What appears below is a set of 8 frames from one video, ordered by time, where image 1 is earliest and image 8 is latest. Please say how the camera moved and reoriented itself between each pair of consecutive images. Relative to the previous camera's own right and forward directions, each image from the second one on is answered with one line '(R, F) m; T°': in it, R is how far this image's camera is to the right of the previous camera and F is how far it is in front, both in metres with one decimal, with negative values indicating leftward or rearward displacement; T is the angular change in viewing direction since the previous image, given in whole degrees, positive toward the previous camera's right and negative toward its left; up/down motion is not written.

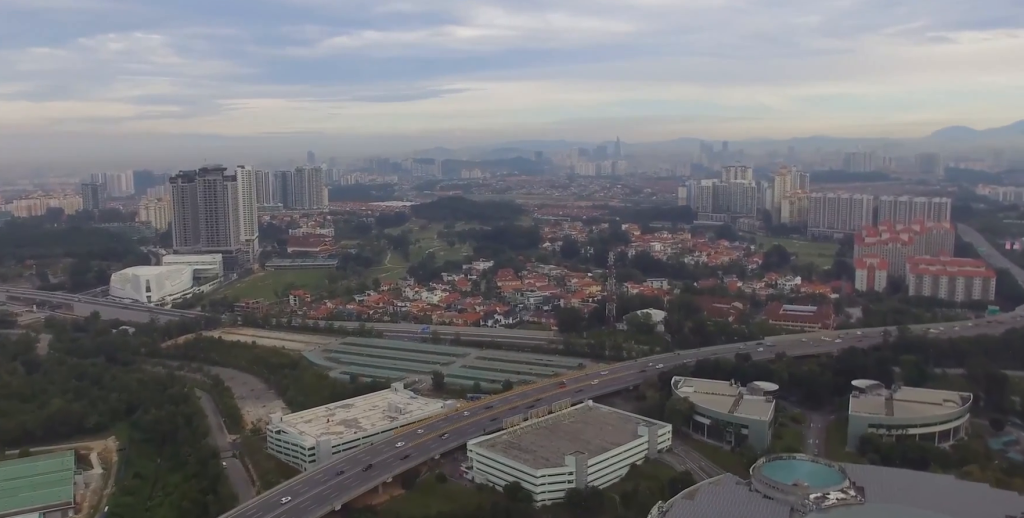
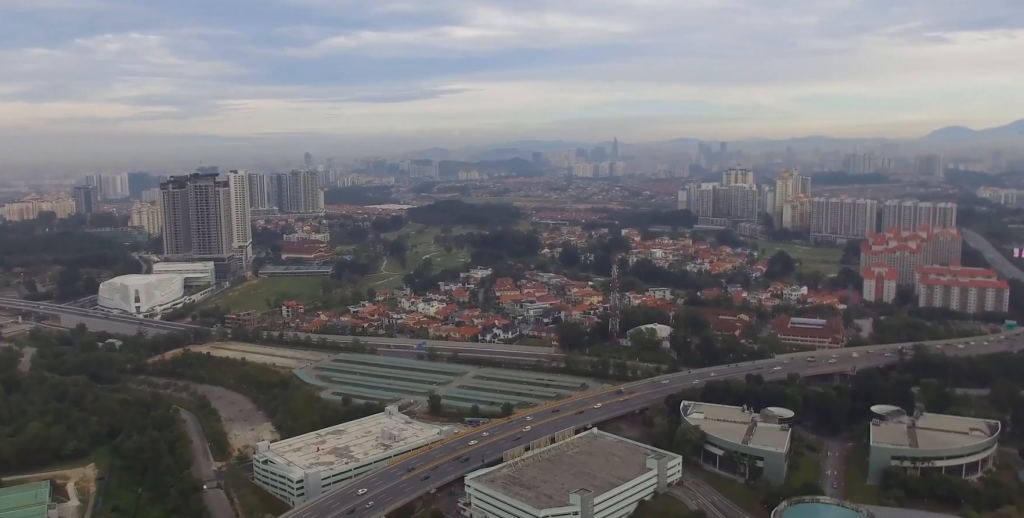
(+0.1, +22.5) m; +1°
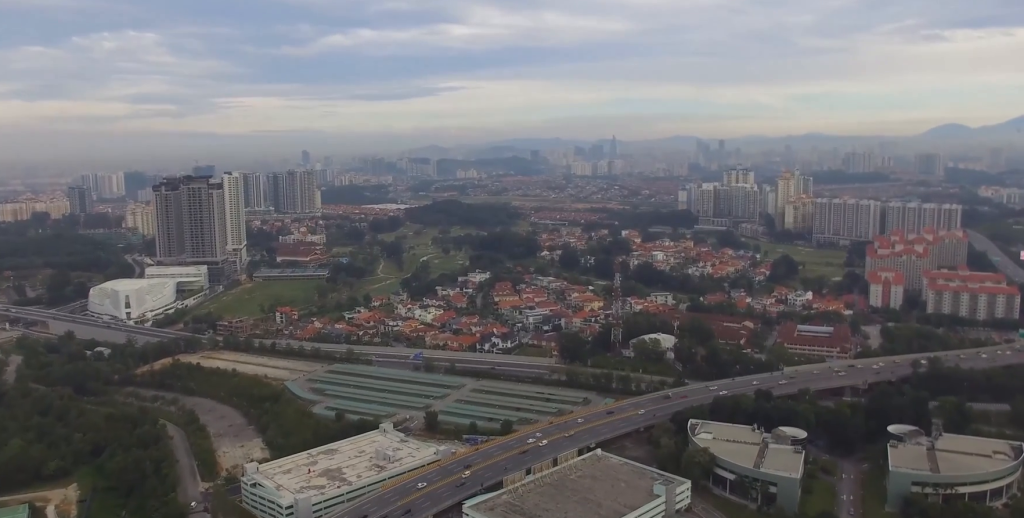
(+0.1, +17.5) m; +1°
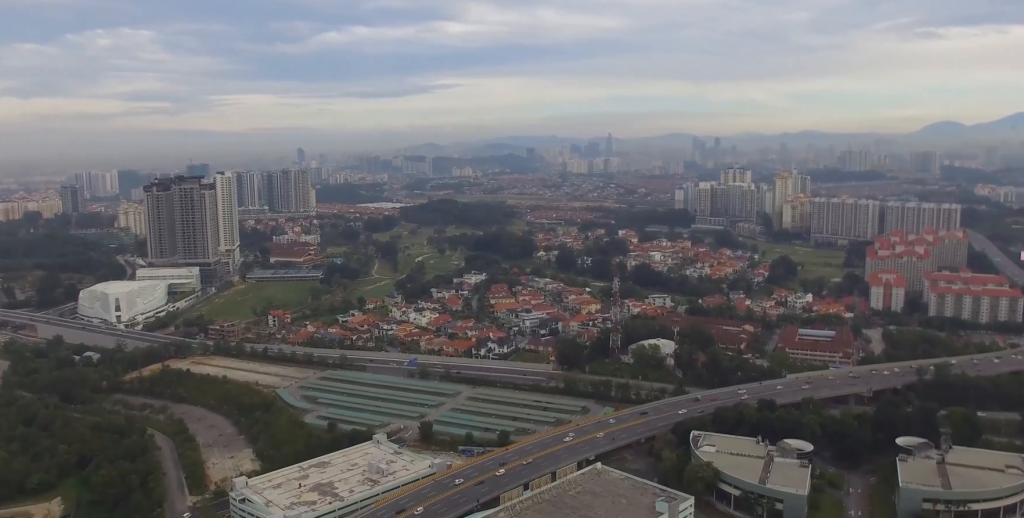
(0.0, +11.7) m; 0°
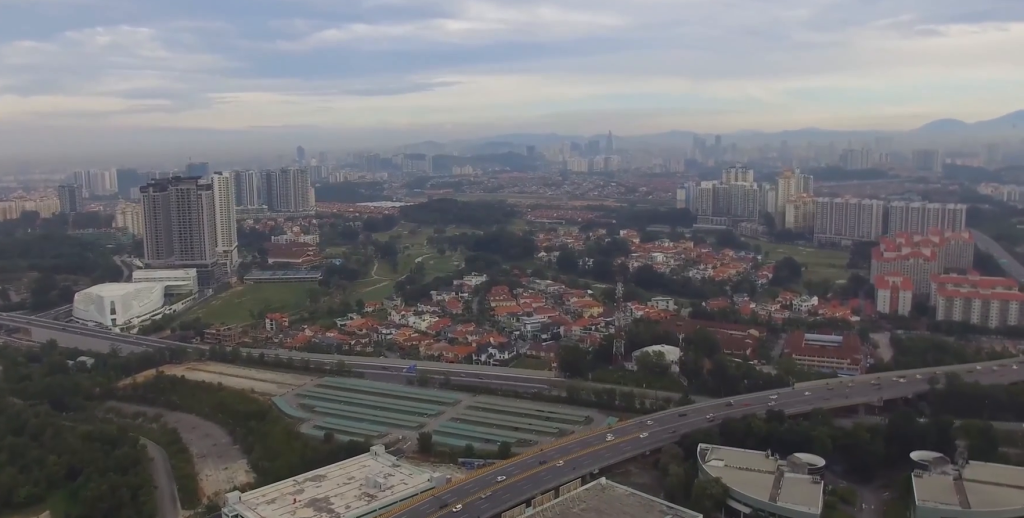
(0.0, +11.6) m; 0°
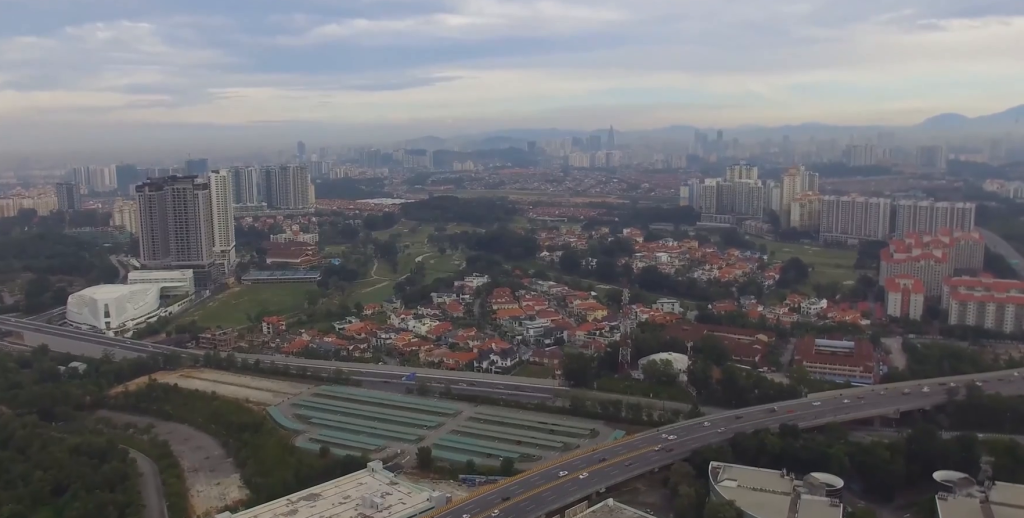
(-0.1, +16.2) m; -1°
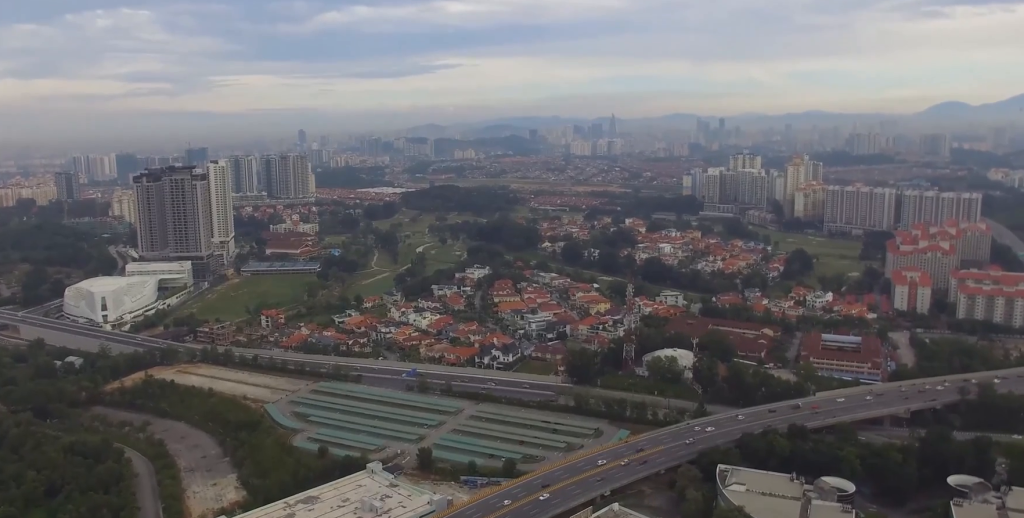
(0.0, +9.8) m; 0°
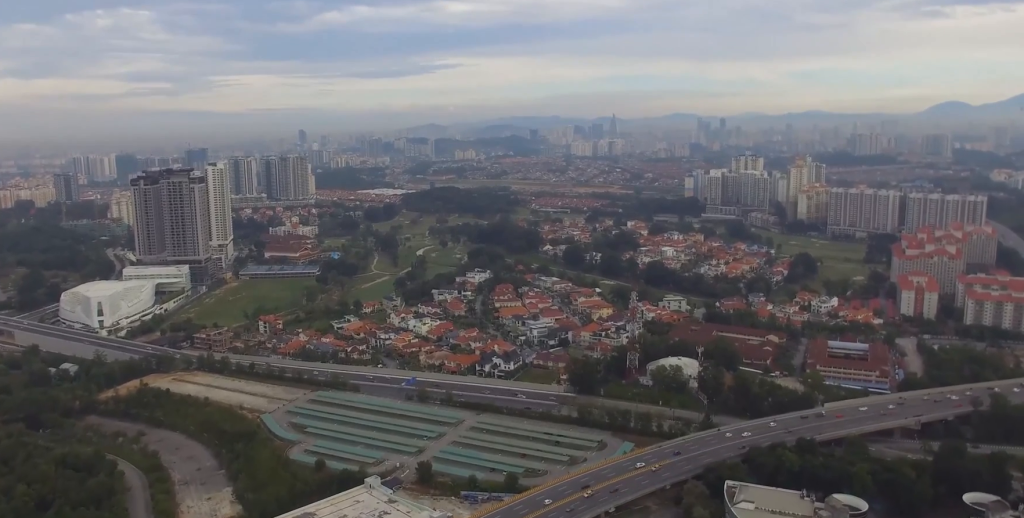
(0.0, +9.7) m; 0°
